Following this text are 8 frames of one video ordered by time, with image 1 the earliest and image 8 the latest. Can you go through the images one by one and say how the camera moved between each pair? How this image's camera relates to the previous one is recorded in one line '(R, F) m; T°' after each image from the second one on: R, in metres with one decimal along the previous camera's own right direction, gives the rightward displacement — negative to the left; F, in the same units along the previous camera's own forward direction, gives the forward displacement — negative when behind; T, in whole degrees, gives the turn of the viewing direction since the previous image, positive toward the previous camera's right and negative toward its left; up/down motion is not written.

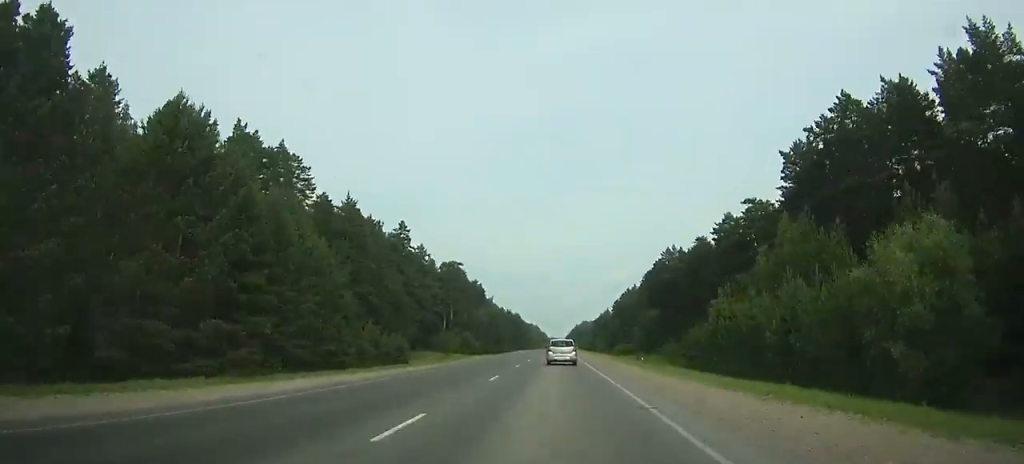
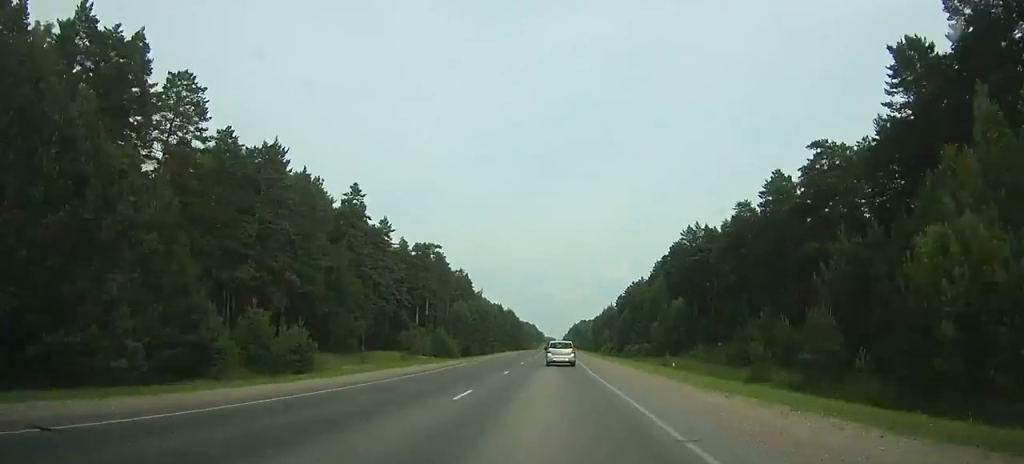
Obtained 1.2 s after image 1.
(+1.2, +26.9) m; -1°
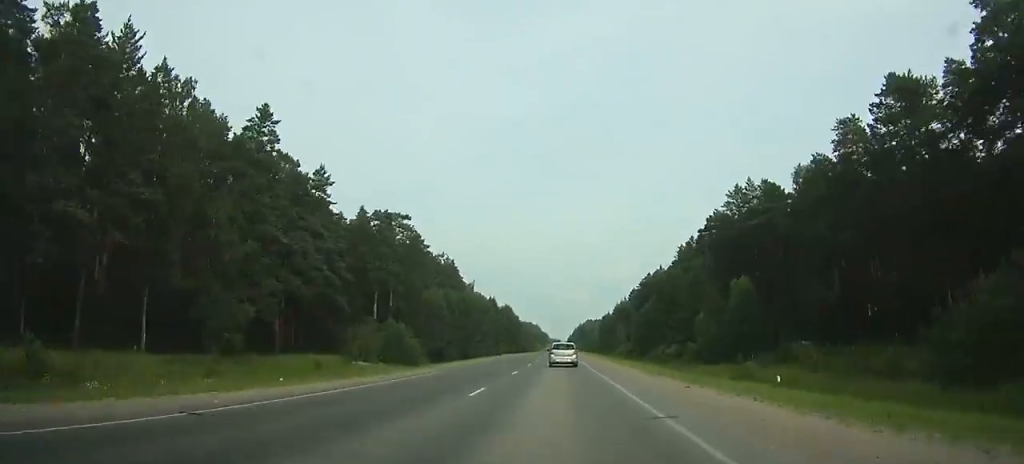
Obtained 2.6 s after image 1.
(+1.9, +31.3) m; -1°
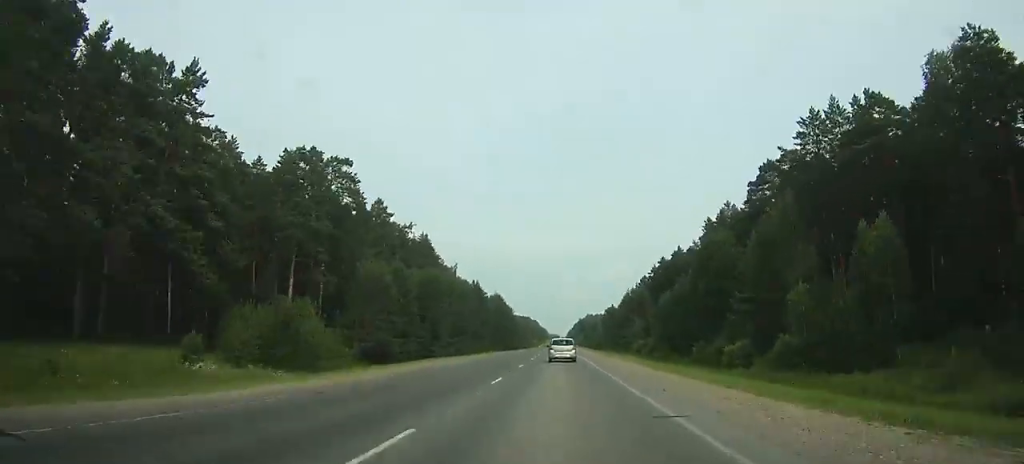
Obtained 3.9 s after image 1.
(-1.3, +33.0) m; -1°
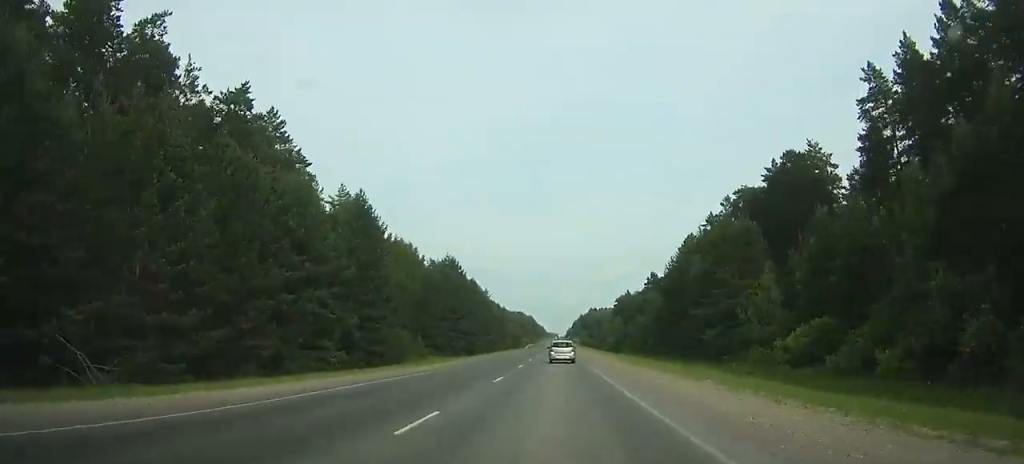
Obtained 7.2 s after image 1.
(-3.2, +87.6) m; -1°
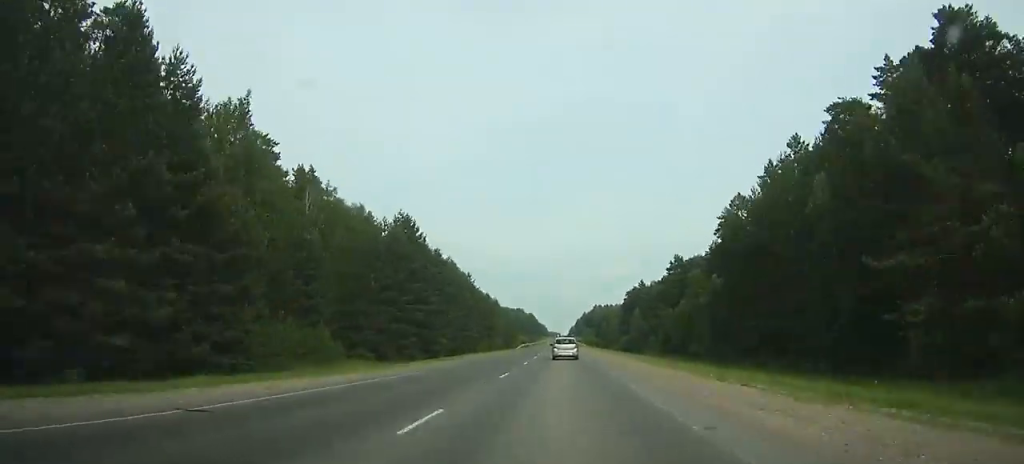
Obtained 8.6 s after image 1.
(+0.2, +37.6) m; +1°
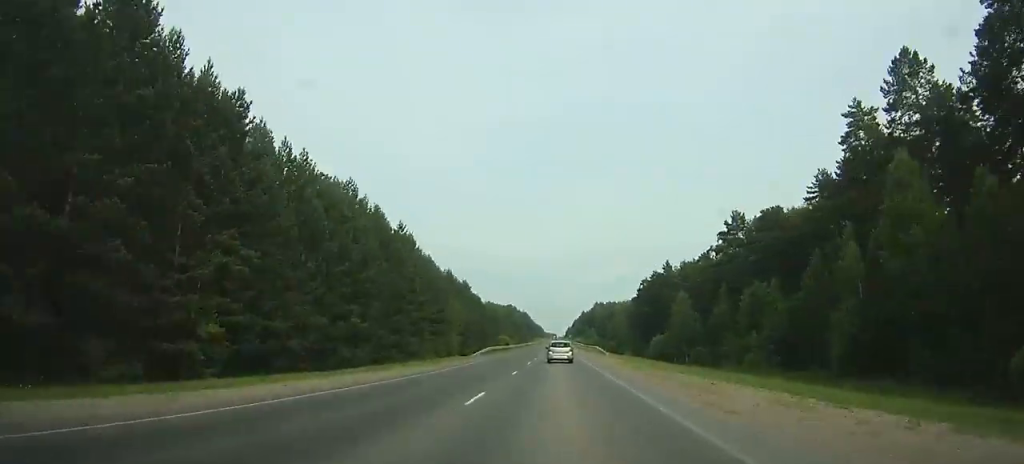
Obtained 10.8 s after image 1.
(+0.6, +61.0) m; +1°
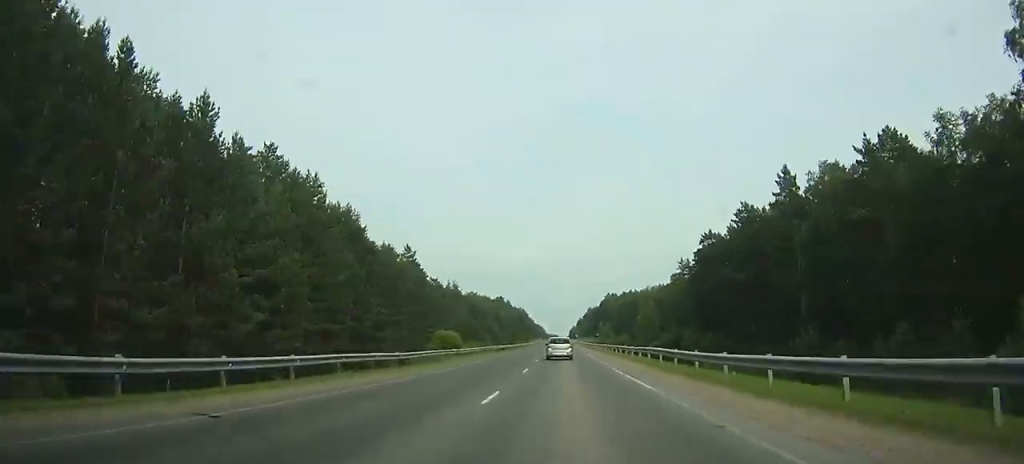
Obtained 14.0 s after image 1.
(+0.3, +88.7) m; 0°
